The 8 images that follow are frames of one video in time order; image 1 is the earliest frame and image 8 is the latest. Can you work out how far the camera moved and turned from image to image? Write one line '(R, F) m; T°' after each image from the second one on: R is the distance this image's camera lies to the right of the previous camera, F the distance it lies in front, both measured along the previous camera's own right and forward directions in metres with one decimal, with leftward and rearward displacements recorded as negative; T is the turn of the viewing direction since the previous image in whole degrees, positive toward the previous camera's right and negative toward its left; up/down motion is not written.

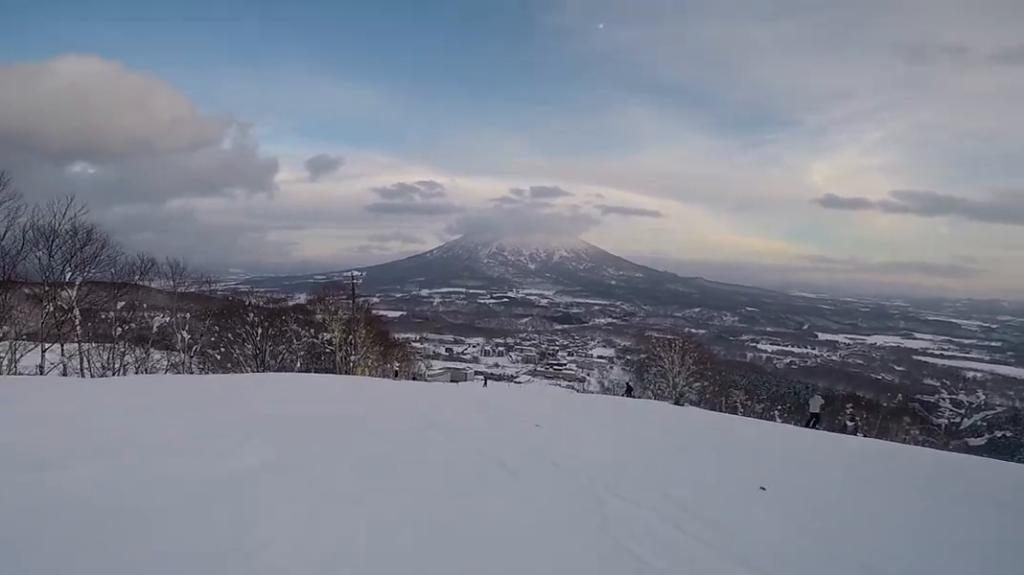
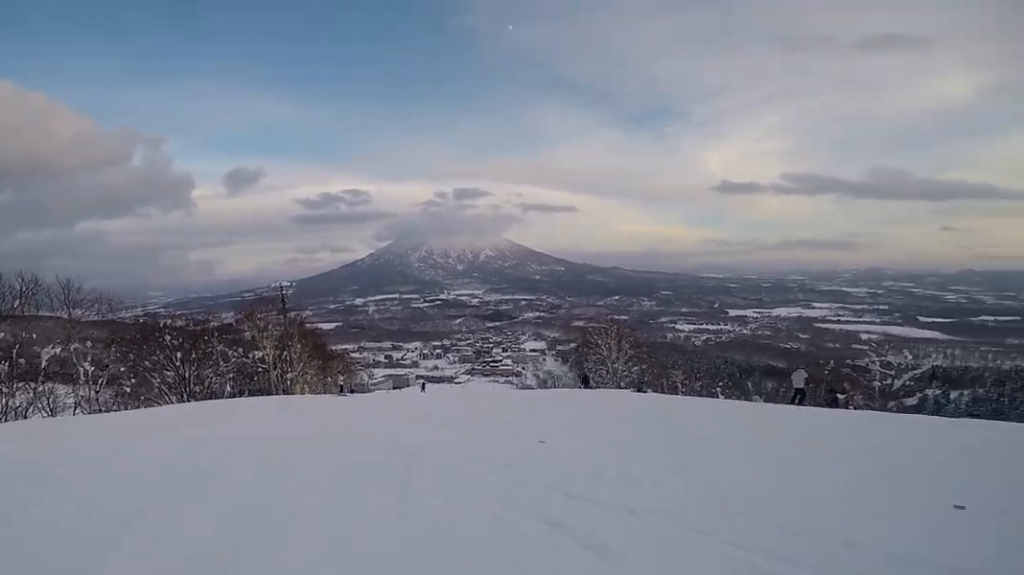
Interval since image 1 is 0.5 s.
(-0.5, +2.8) m; 0°
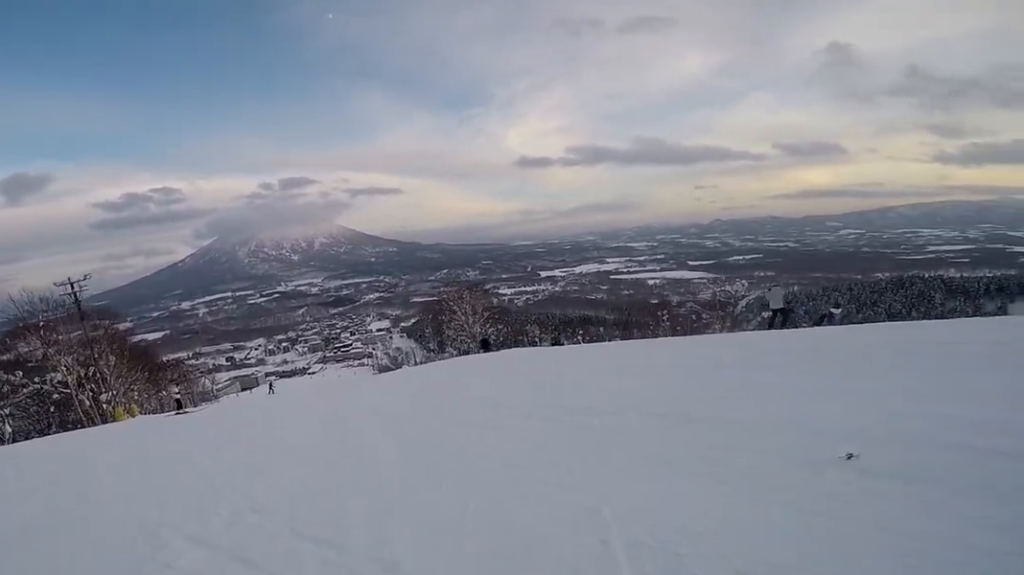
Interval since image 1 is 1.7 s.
(+1.1, +6.5) m; +20°
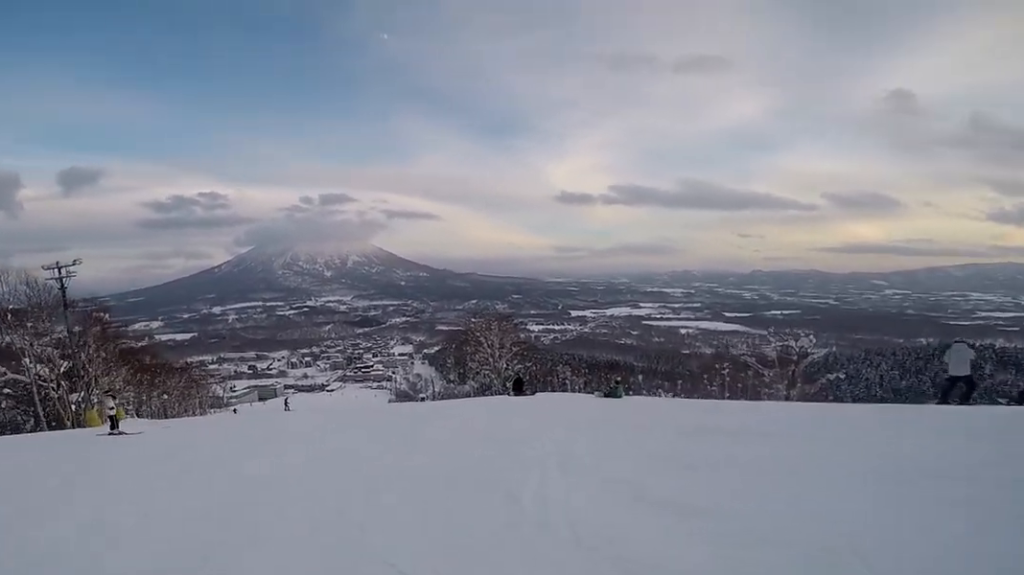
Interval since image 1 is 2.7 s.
(+0.9, +4.8) m; +4°
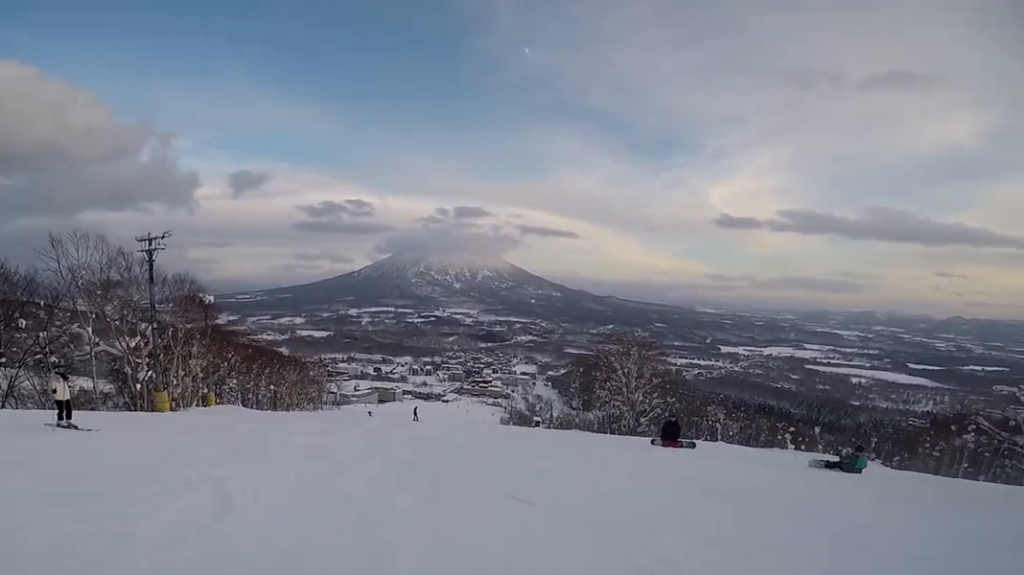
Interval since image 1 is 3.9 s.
(-1.3, +6.1) m; -25°
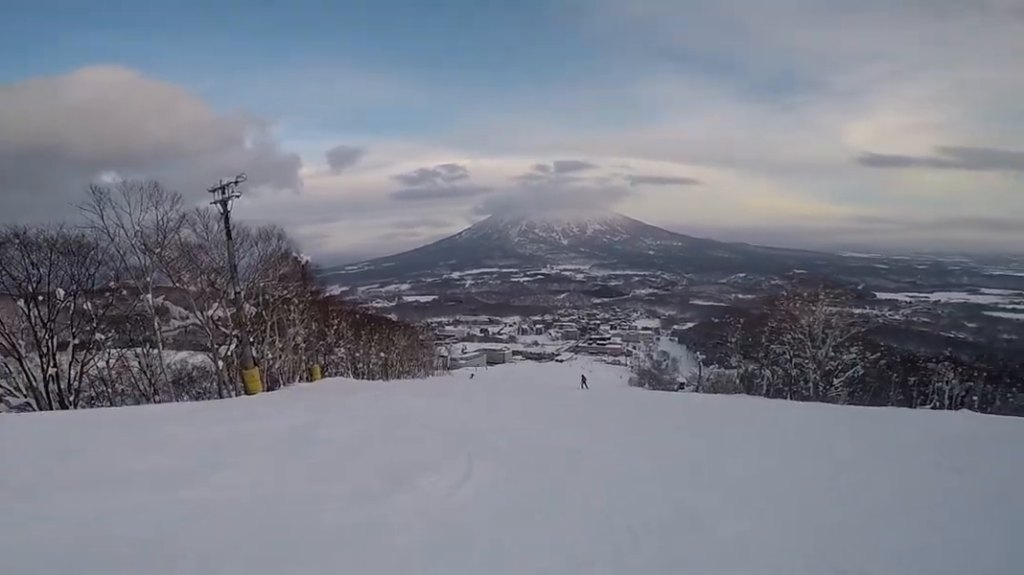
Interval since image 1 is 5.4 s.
(-1.6, +7.1) m; -10°
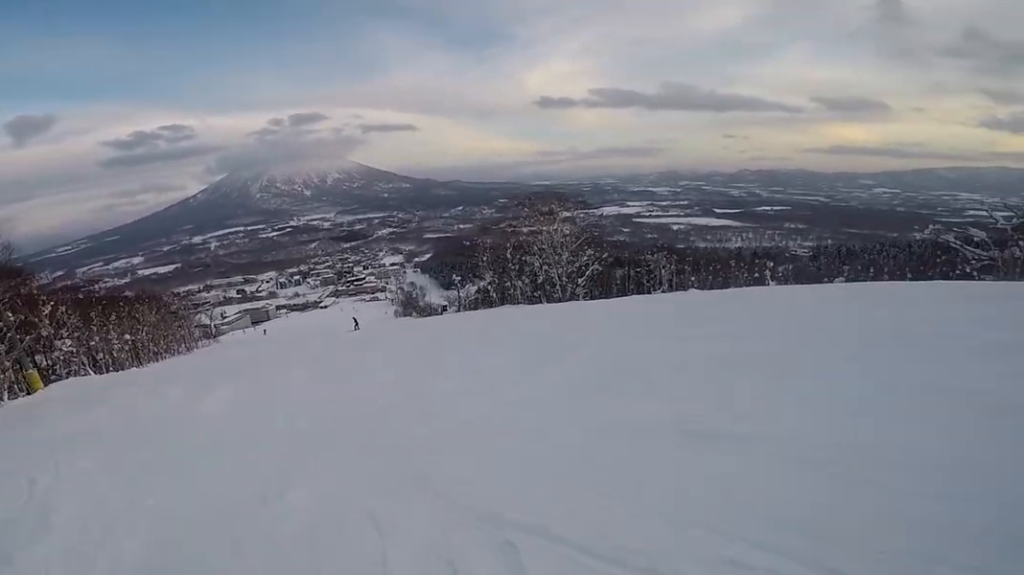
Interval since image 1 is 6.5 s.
(+0.3, +5.3) m; +26°
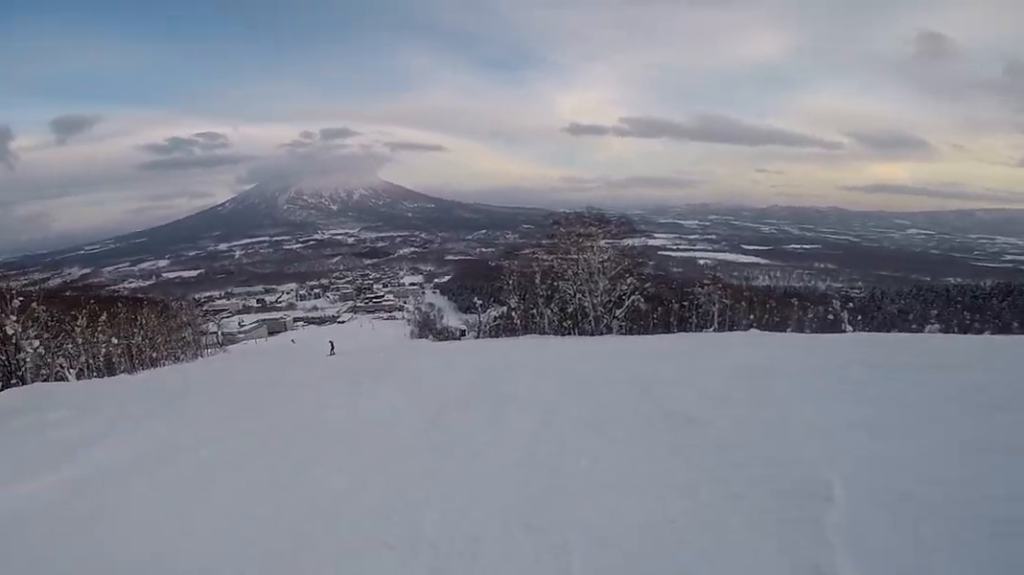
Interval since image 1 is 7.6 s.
(+1.9, +5.3) m; +3°
